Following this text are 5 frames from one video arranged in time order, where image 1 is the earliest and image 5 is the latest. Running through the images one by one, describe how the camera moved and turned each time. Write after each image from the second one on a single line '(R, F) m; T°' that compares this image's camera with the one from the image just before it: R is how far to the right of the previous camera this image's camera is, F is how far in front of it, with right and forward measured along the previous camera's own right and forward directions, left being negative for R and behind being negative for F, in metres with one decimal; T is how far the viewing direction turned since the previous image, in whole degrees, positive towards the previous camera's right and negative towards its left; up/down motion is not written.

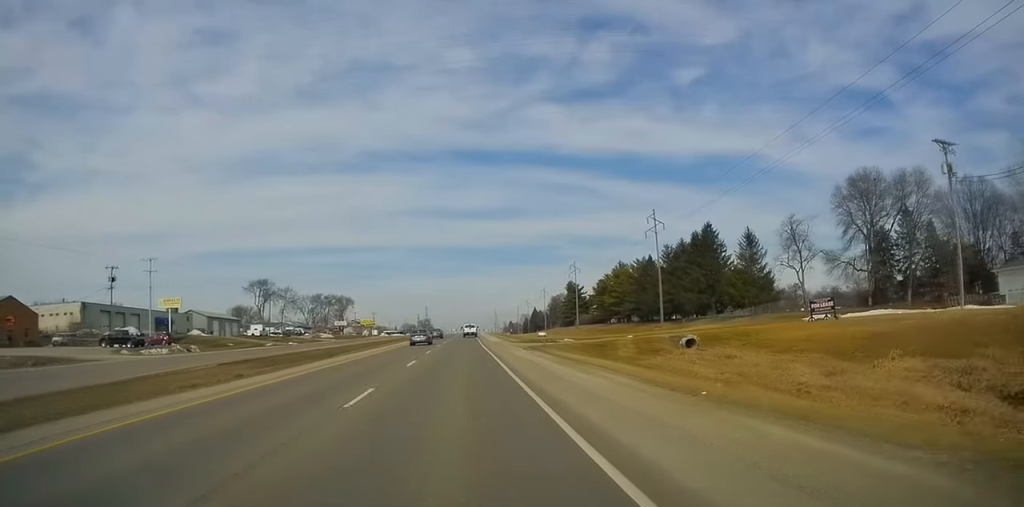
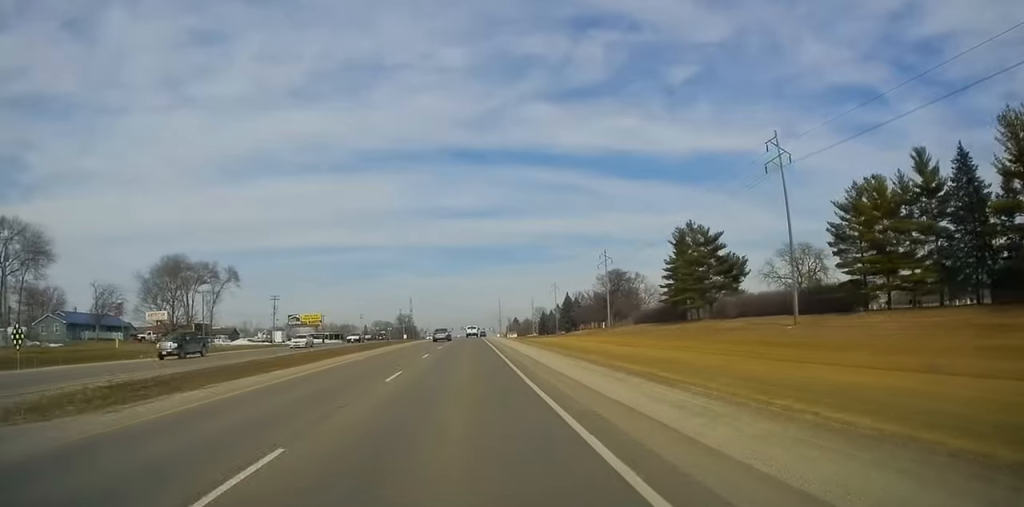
(+0.5, +129.9) m; +1°
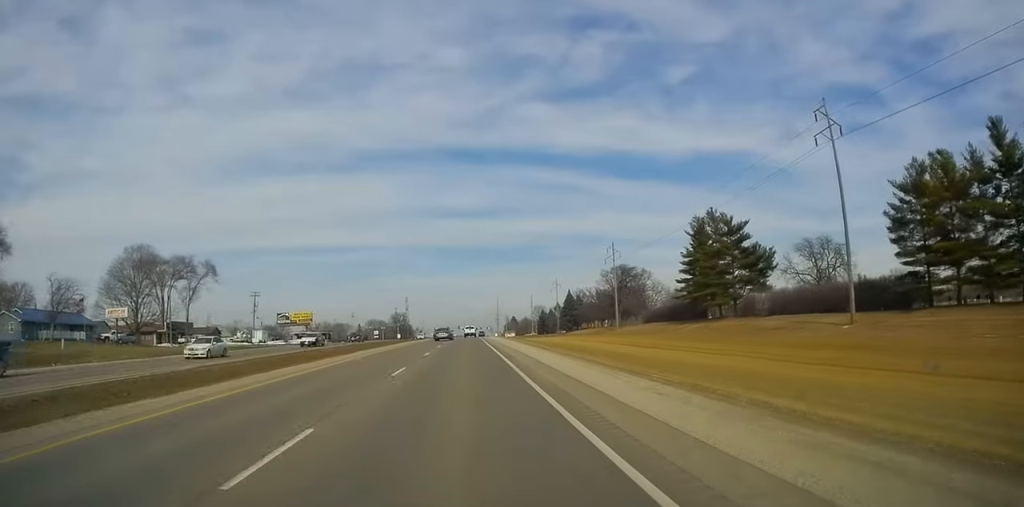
(0.0, +10.9) m; -1°
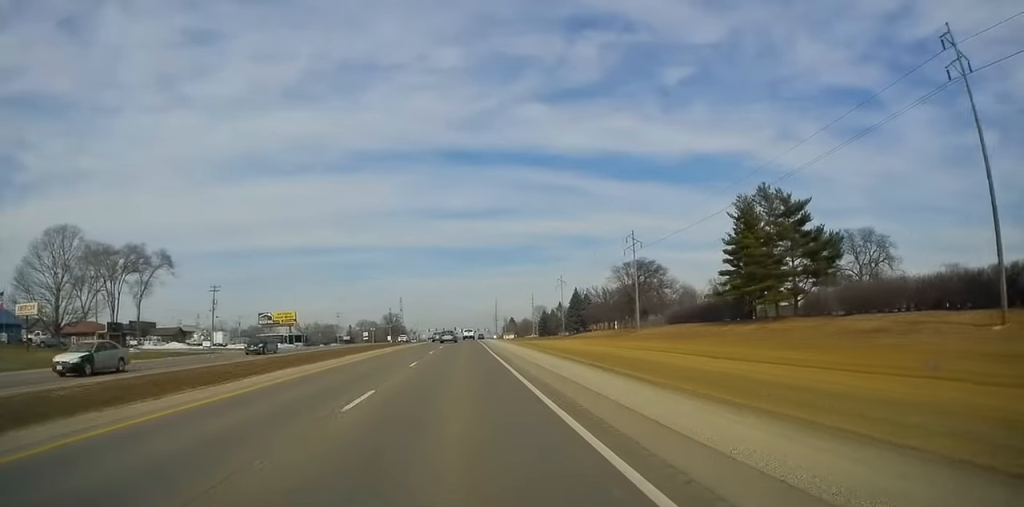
(-0.1, +19.7) m; -1°
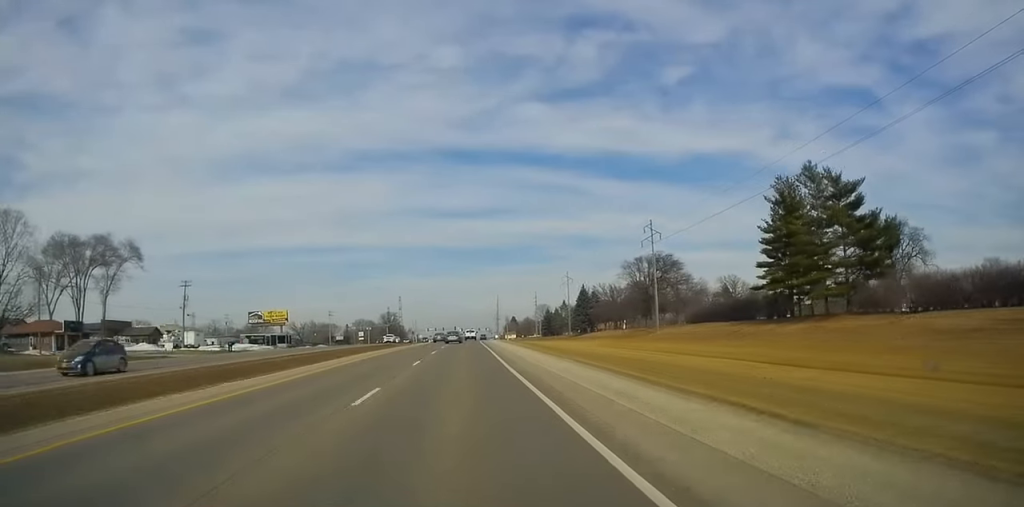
(-0.4, +11.7) m; 0°
